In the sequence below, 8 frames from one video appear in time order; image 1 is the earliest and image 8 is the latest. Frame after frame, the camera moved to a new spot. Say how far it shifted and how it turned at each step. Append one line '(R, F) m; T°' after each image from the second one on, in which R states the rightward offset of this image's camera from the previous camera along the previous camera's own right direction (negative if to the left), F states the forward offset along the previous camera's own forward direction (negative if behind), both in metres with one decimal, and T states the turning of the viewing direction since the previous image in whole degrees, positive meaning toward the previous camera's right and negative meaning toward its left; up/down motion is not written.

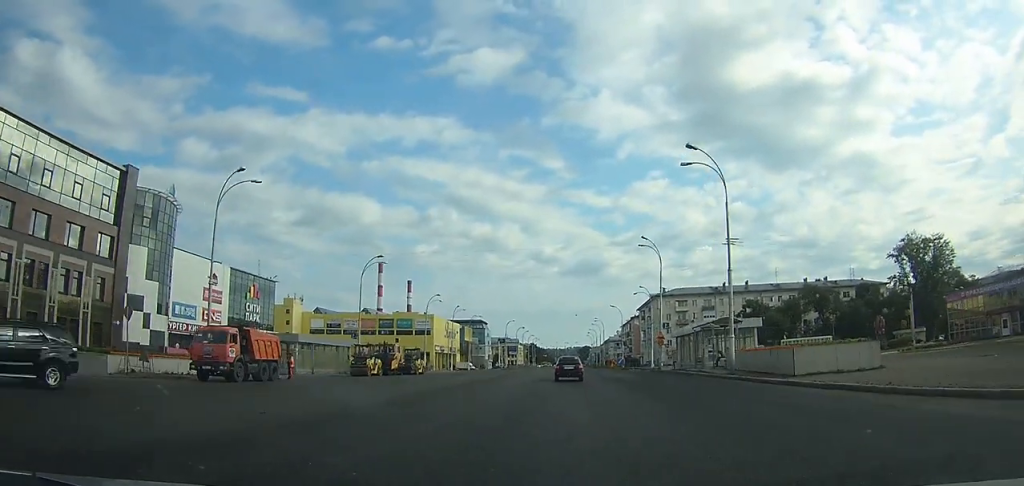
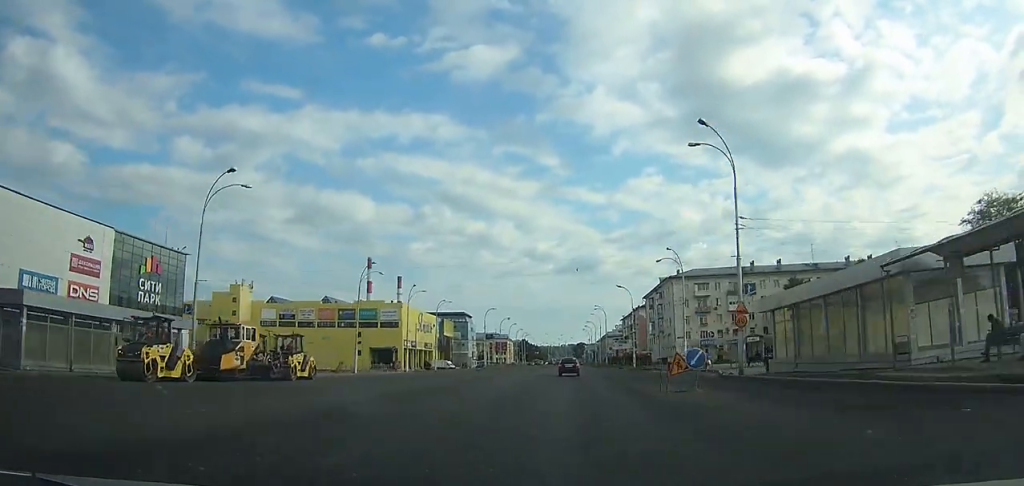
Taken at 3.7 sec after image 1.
(0.0, +29.2) m; 0°
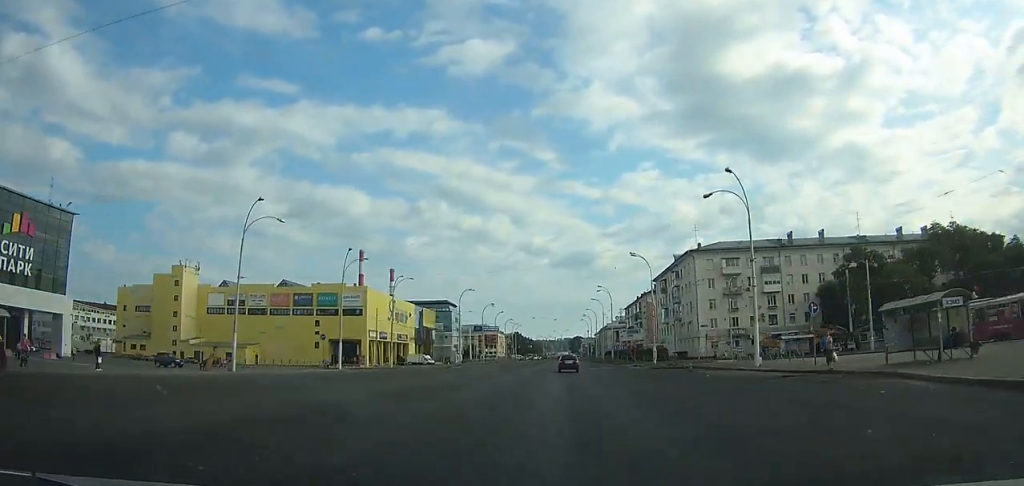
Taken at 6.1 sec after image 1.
(+0.1, +23.1) m; 0°
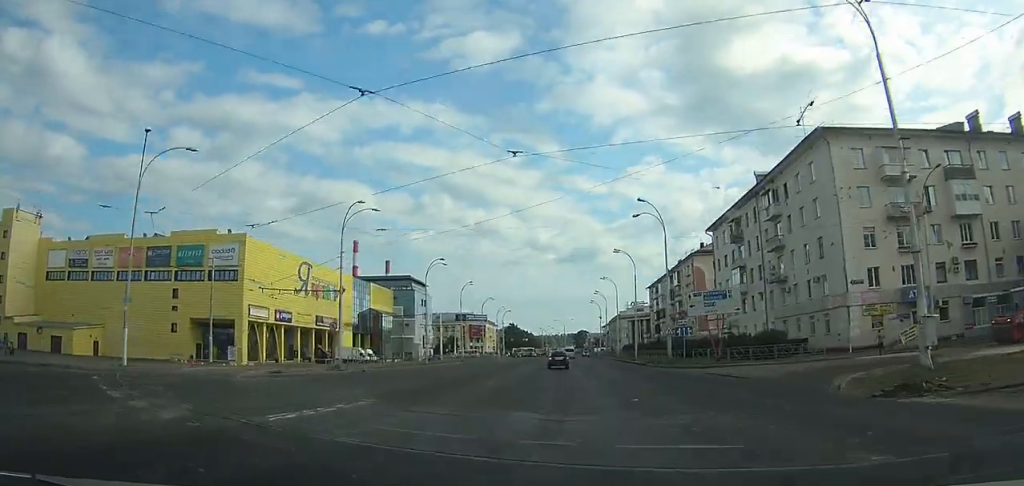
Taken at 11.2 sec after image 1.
(-0.3, +51.7) m; -1°
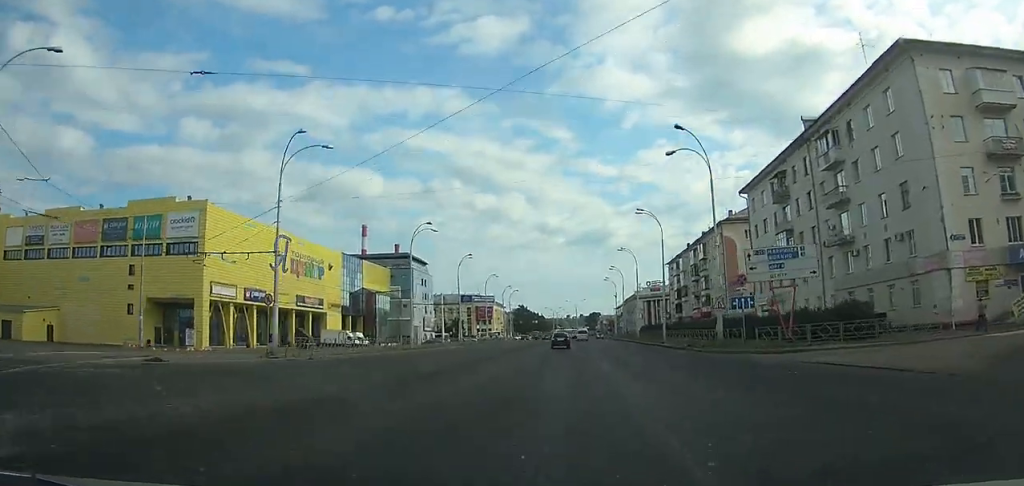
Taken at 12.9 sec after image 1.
(0.0, +16.8) m; 0°
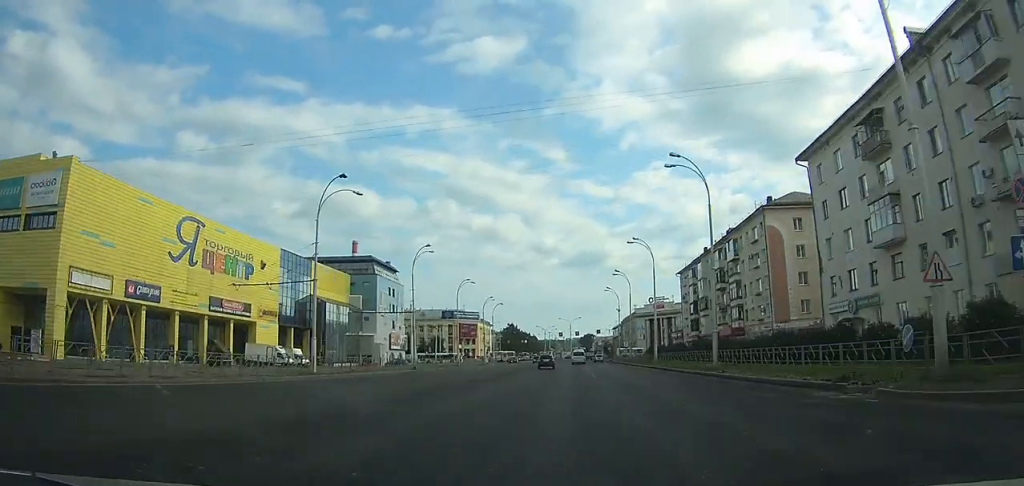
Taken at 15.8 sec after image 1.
(-0.1, +28.1) m; -1°
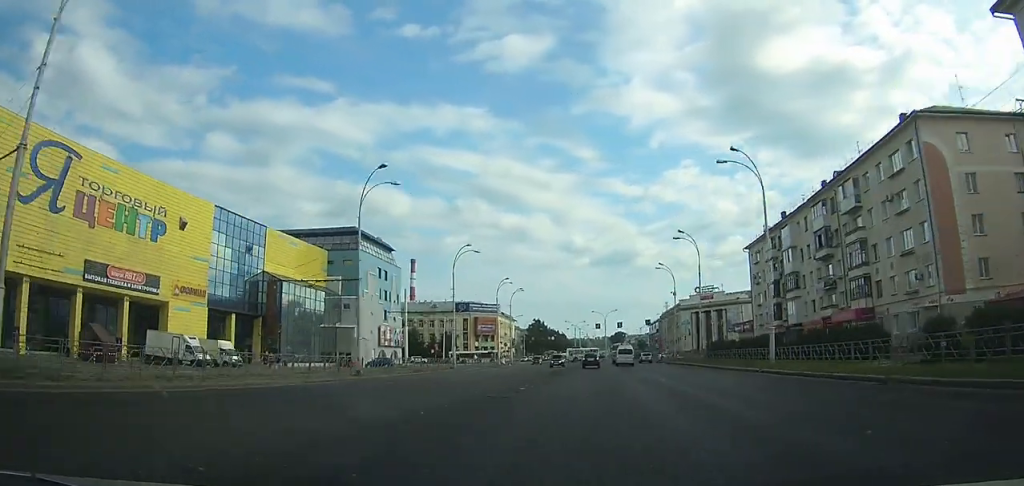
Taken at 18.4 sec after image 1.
(-0.4, +25.2) m; 0°
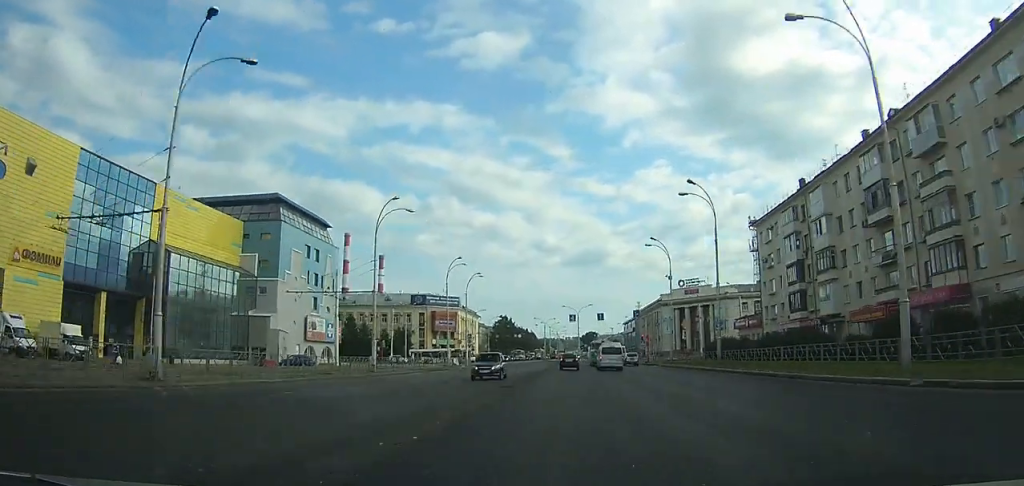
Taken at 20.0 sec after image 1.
(+0.2, +14.7) m; +1°
